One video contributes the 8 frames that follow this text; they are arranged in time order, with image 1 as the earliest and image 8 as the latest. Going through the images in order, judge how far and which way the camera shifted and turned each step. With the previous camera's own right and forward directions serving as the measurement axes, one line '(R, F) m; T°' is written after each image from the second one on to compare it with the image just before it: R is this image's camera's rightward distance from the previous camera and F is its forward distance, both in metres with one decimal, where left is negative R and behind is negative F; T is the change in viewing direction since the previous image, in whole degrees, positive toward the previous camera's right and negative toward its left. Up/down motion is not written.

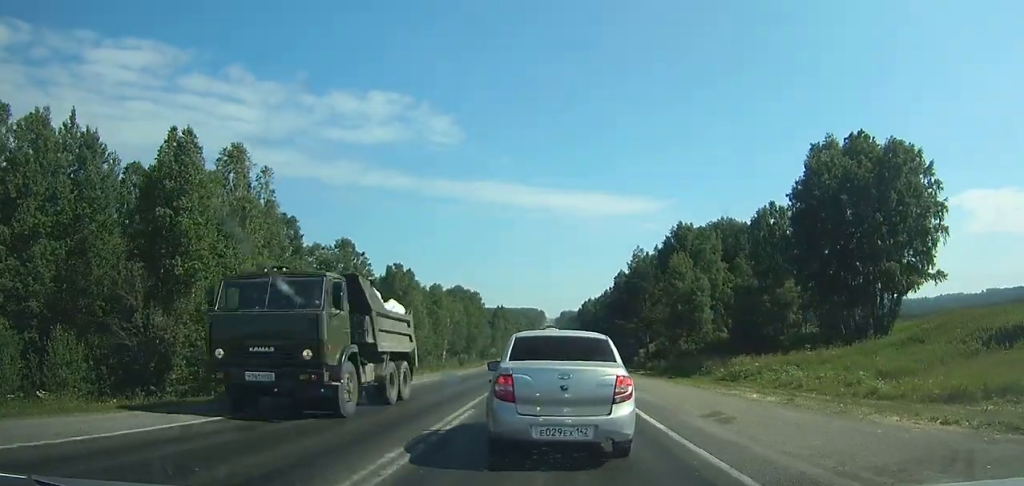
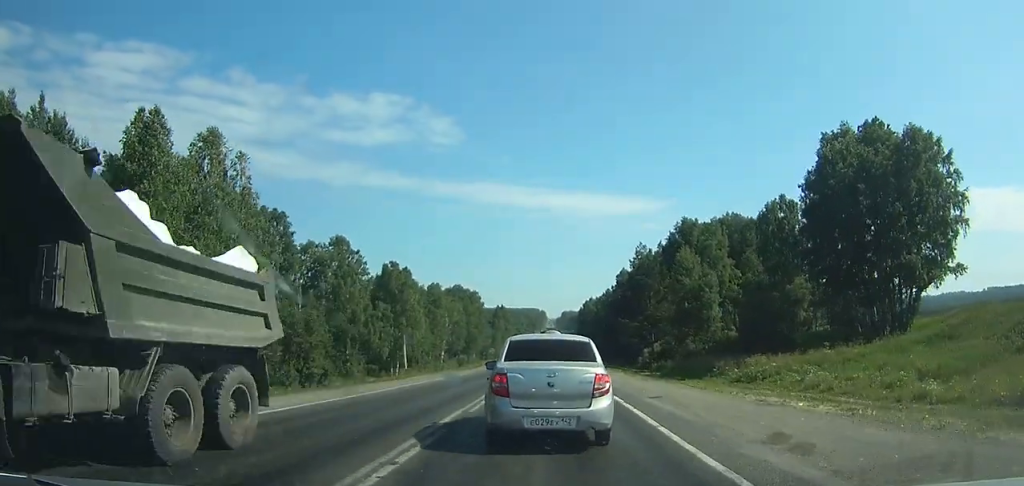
(0.0, +5.2) m; 0°
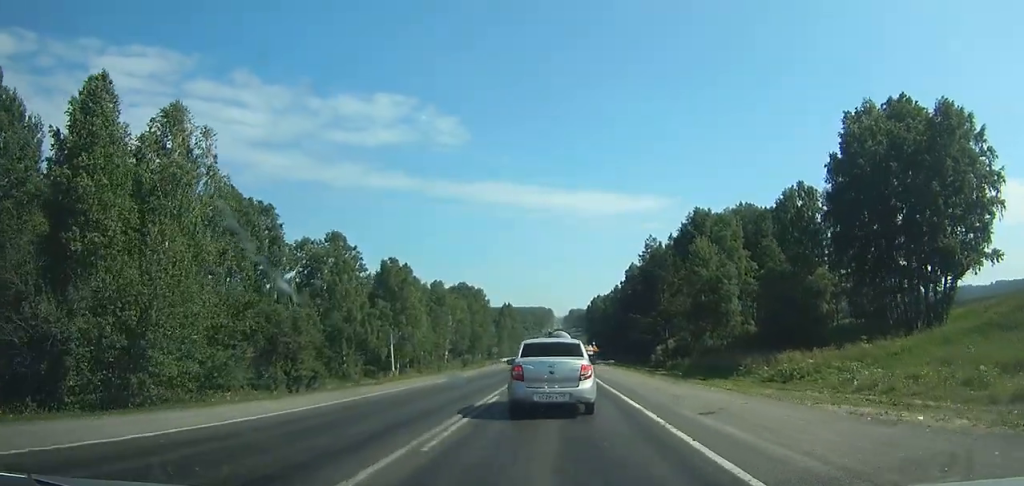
(0.0, +6.3) m; 0°
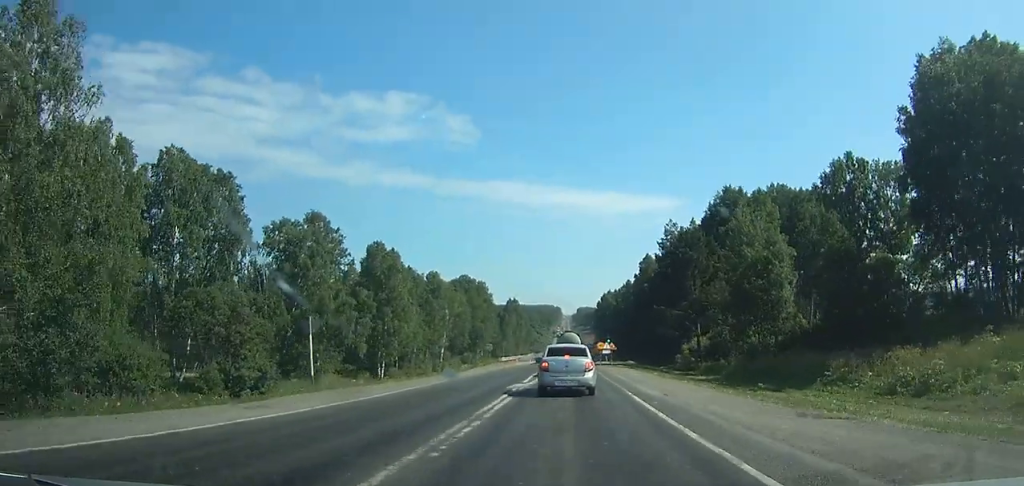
(-0.1, +13.6) m; 0°
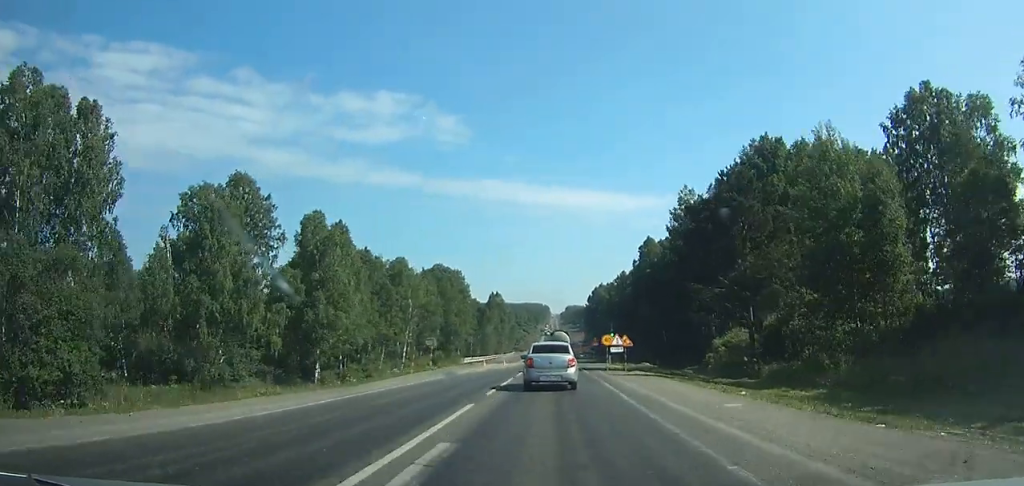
(+0.1, +18.5) m; 0°
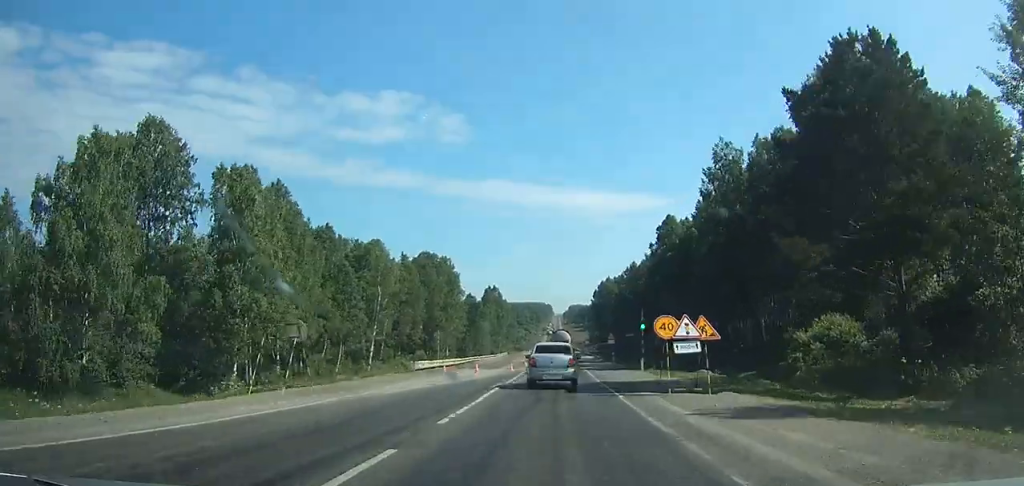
(0.0, +17.3) m; 0°
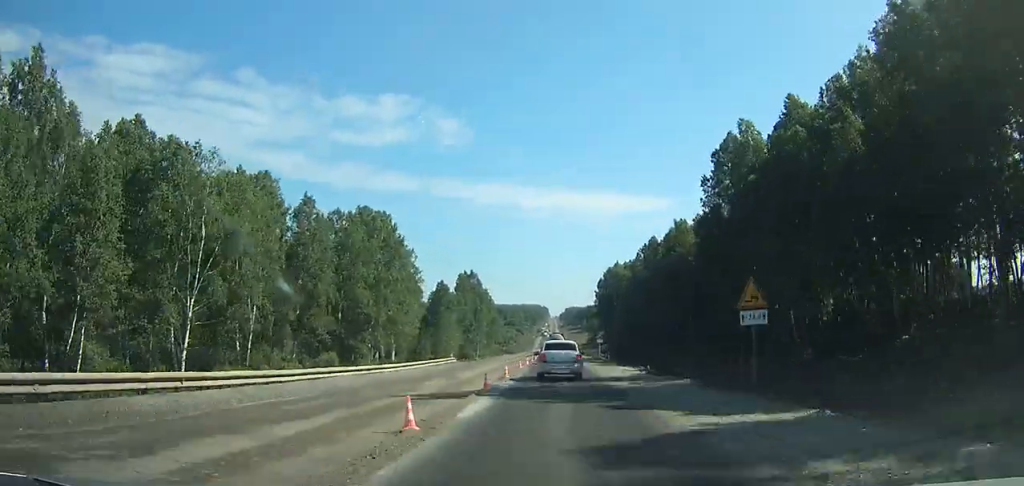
(+0.1, +40.1) m; 0°
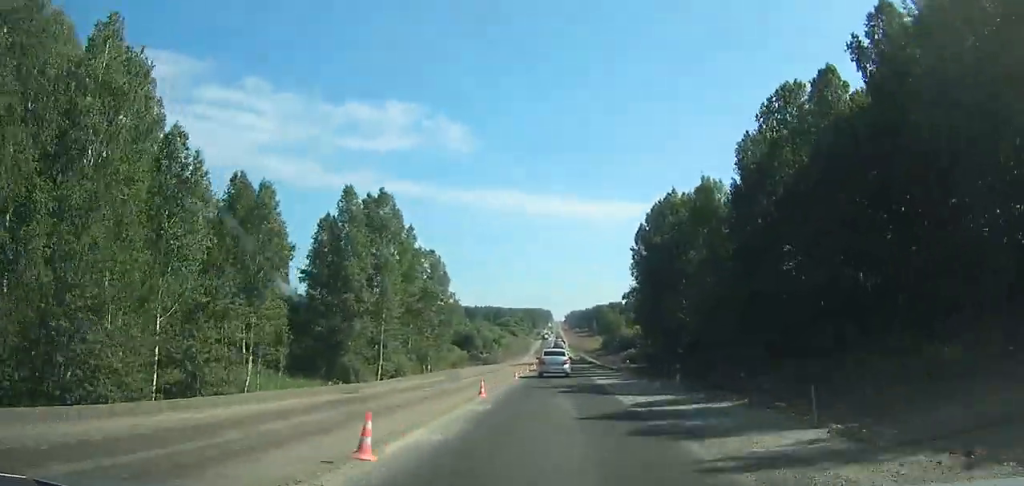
(-0.2, +78.0) m; 0°
